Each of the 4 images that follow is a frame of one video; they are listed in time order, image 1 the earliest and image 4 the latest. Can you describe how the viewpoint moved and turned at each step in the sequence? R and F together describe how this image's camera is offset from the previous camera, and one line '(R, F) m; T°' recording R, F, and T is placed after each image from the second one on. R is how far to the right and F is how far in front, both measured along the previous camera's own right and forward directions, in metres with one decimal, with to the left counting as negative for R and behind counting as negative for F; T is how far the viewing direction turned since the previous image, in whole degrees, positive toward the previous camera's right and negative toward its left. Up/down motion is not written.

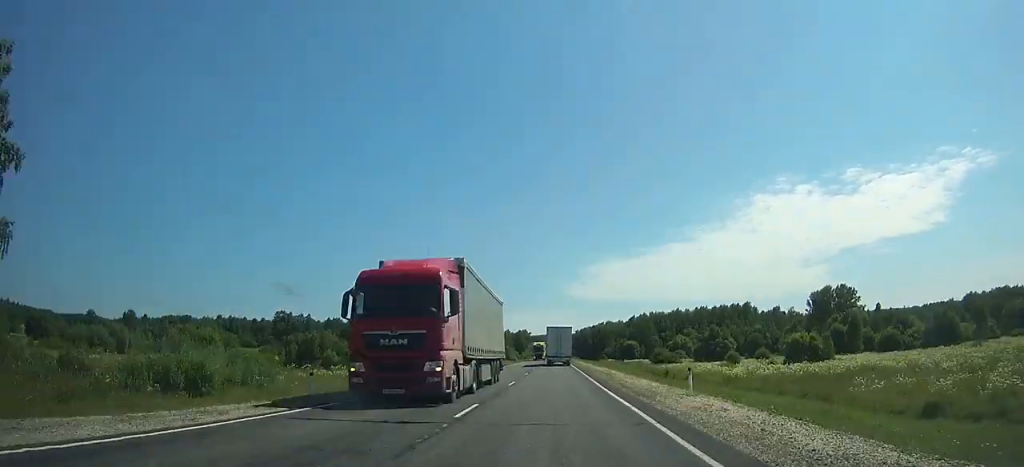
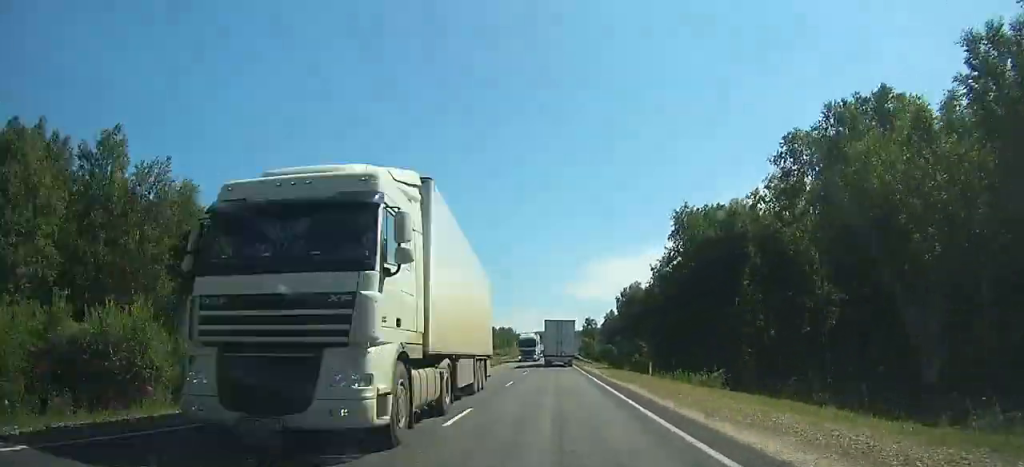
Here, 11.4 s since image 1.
(+7.5, +262.5) m; -1°
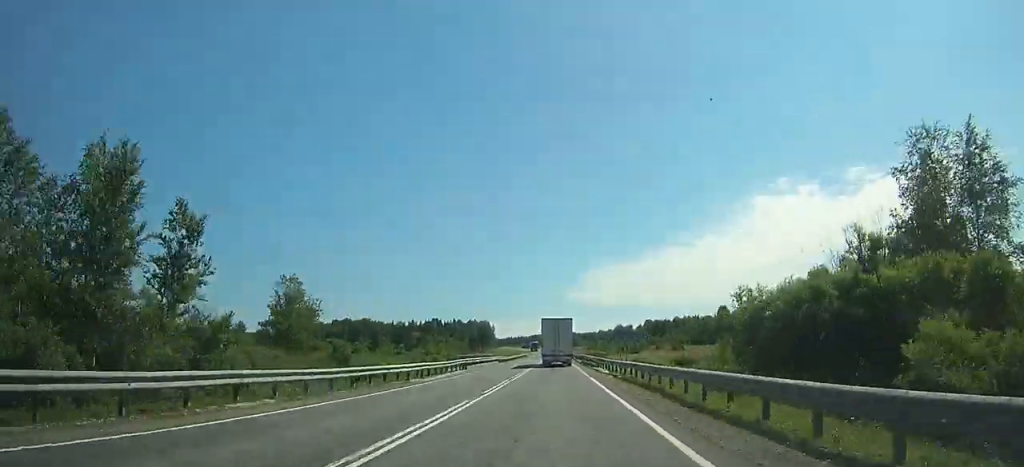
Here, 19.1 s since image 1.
(-2.3, +212.7) m; 0°
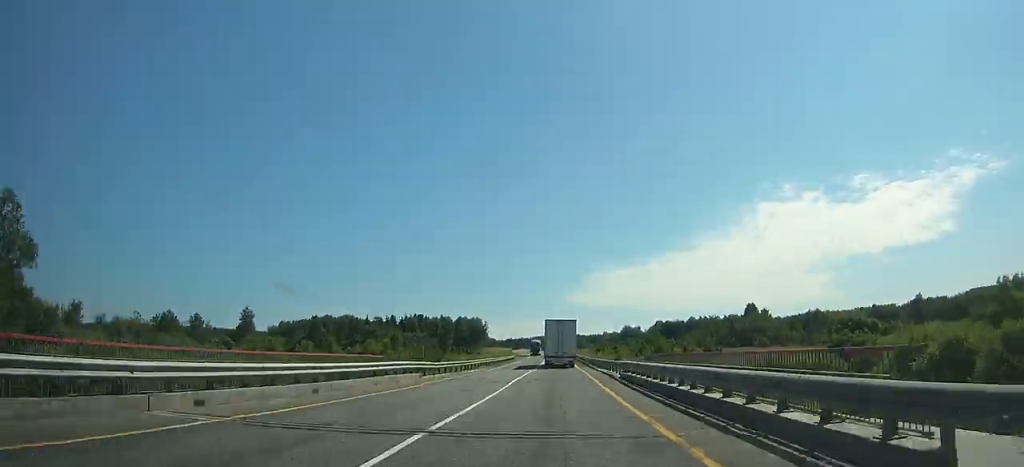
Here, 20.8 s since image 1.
(+0.4, +46.5) m; 0°
